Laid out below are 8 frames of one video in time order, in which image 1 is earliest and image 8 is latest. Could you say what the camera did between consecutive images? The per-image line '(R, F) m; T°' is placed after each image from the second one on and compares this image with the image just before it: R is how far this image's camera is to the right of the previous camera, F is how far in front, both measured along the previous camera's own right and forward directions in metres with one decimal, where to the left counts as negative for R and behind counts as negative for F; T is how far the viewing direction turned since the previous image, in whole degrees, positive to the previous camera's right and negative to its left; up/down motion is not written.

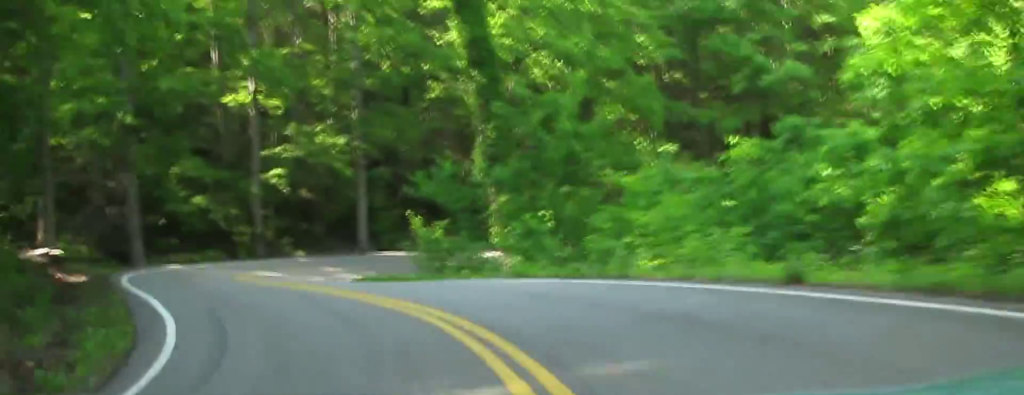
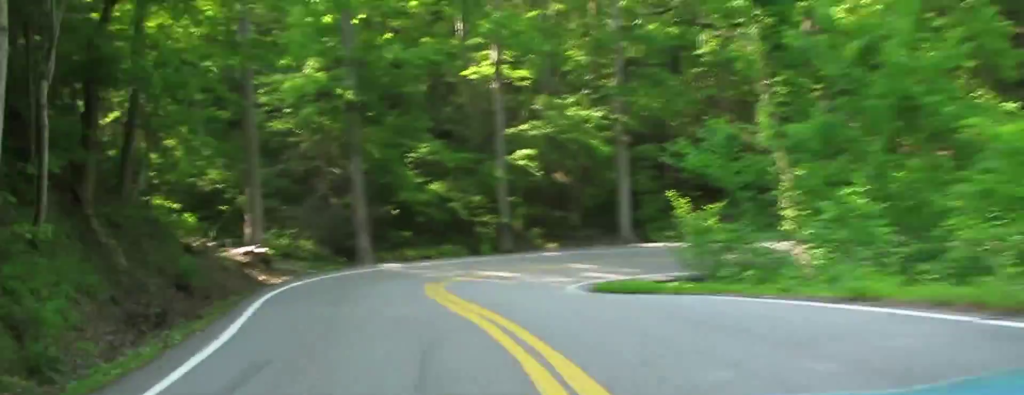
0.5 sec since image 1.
(+1.1, +3.2) m; +38°
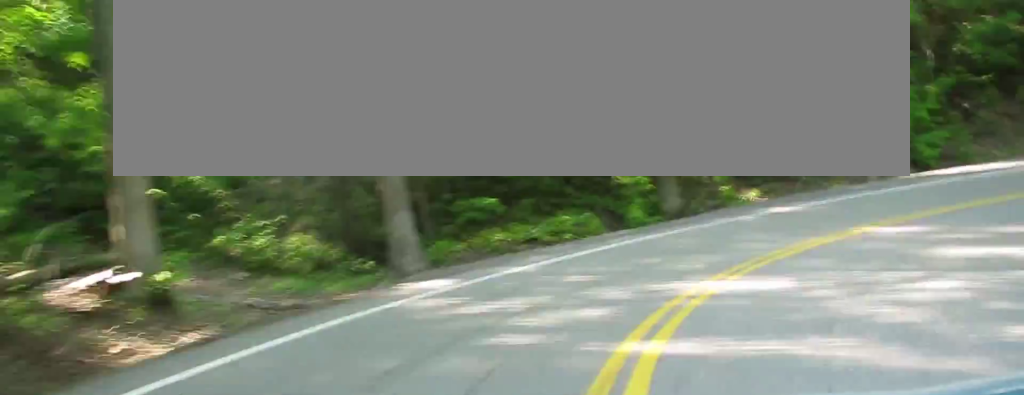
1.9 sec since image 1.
(+13.8, +5.2) m; +76°
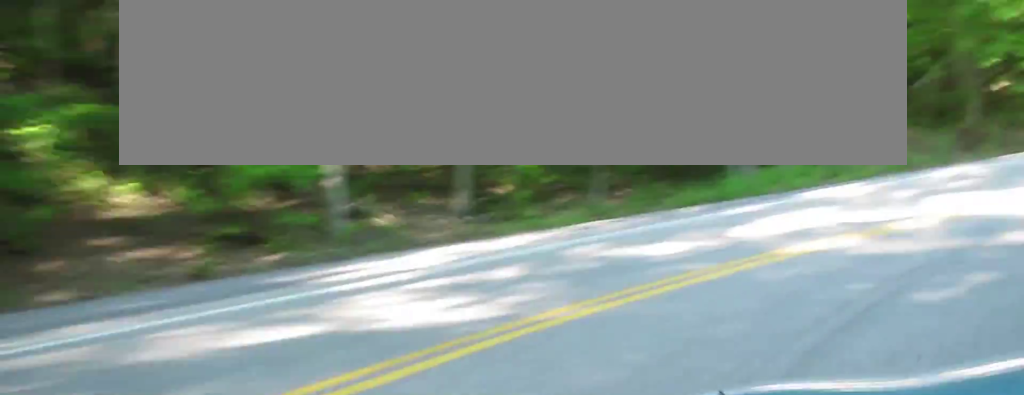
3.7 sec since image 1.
(+5.1, +27.4) m; +23°
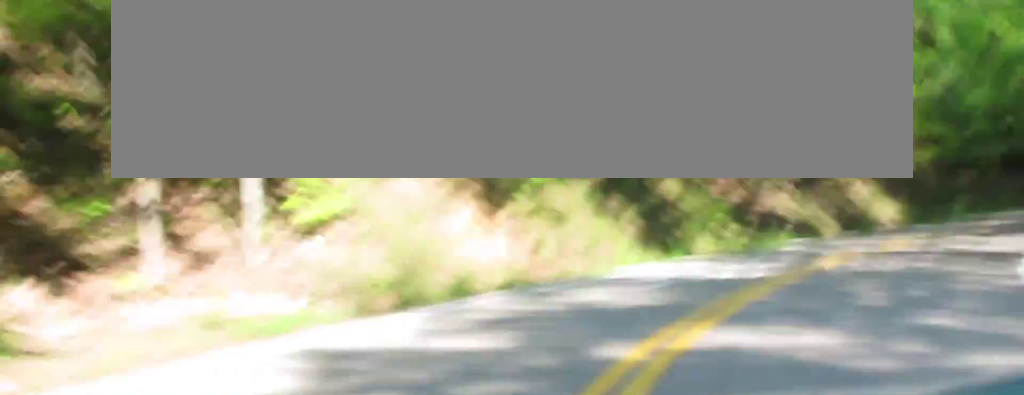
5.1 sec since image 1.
(+4.5, +27.0) m; +18°
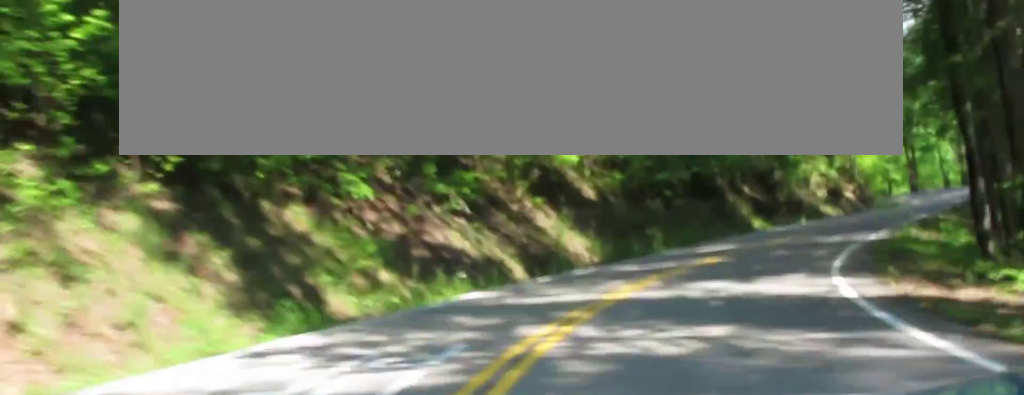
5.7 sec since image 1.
(+0.9, +11.3) m; +3°
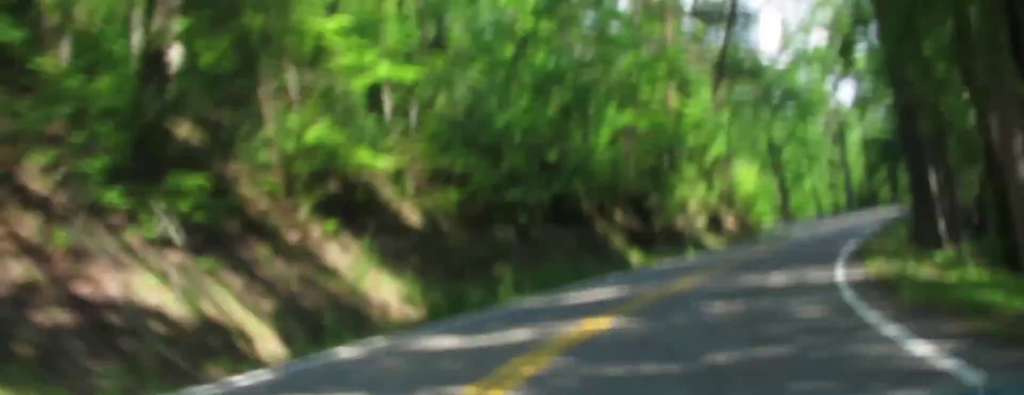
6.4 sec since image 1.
(+0.6, +13.5) m; 0°
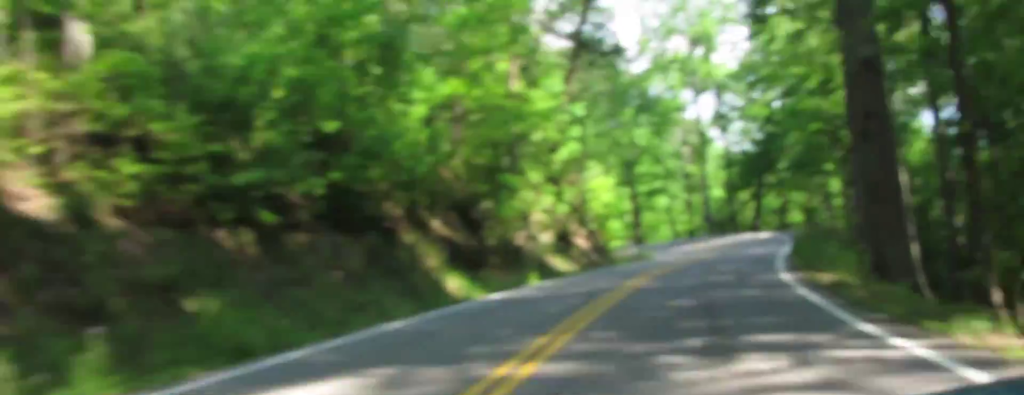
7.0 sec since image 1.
(+0.8, +13.8) m; -14°
